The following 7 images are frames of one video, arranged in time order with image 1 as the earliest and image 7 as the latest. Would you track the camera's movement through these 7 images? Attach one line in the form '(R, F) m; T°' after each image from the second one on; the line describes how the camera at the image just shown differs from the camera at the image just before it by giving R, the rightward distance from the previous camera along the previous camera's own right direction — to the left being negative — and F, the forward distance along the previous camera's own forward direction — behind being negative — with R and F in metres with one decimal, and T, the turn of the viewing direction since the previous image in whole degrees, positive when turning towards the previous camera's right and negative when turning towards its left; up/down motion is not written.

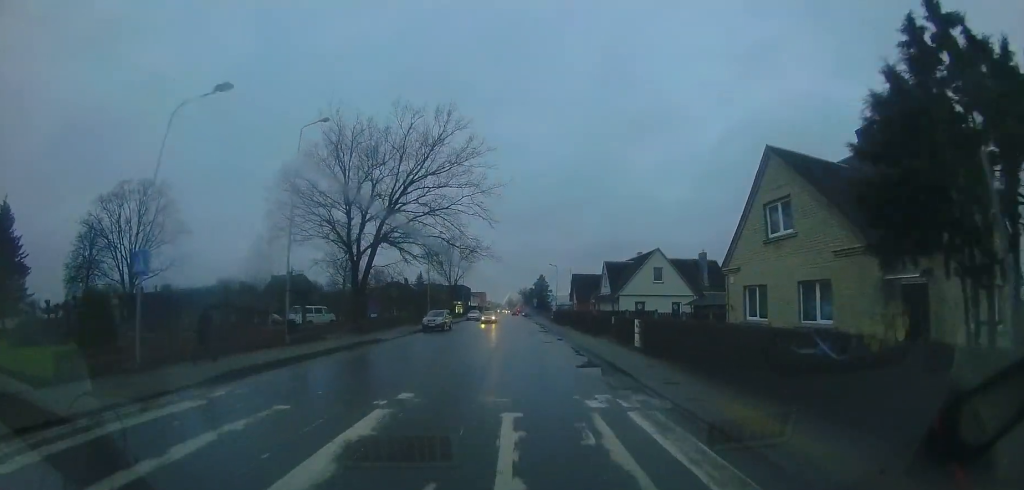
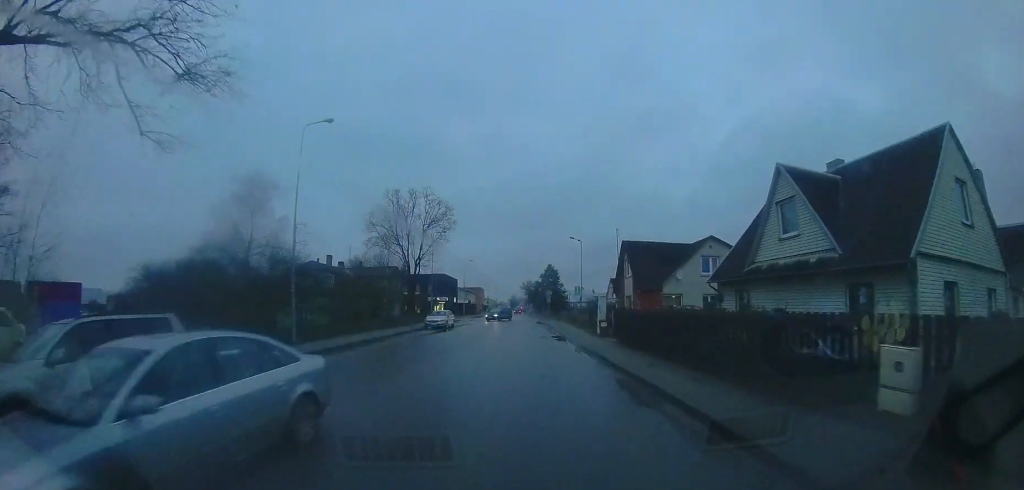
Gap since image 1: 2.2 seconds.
(+0.2, +26.0) m; +2°
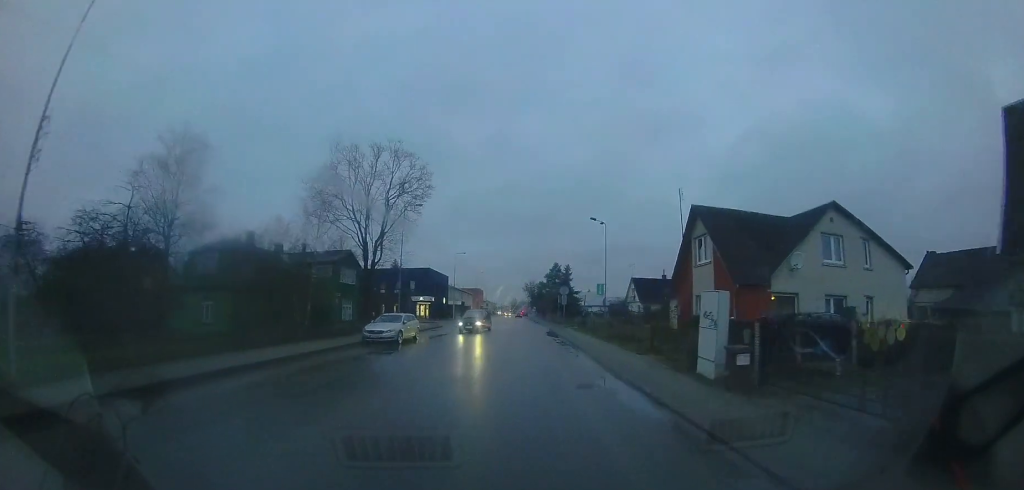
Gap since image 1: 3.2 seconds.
(0.0, +11.7) m; 0°
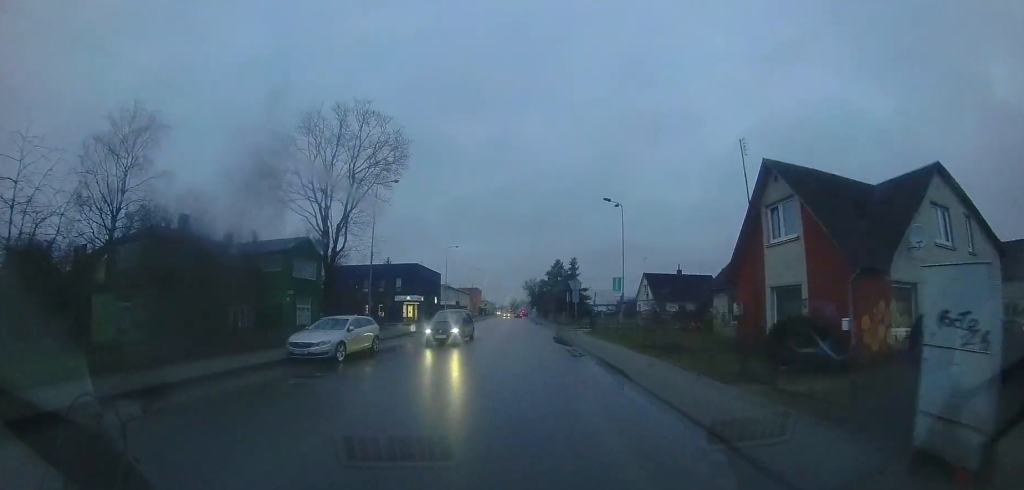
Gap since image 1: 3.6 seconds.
(0.0, +5.8) m; 0°
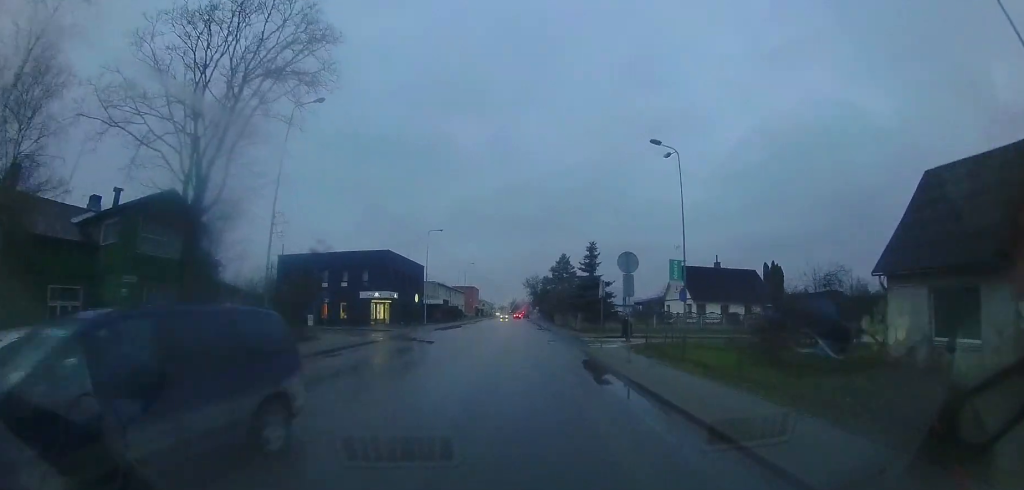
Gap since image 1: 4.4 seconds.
(0.0, +10.3) m; -1°
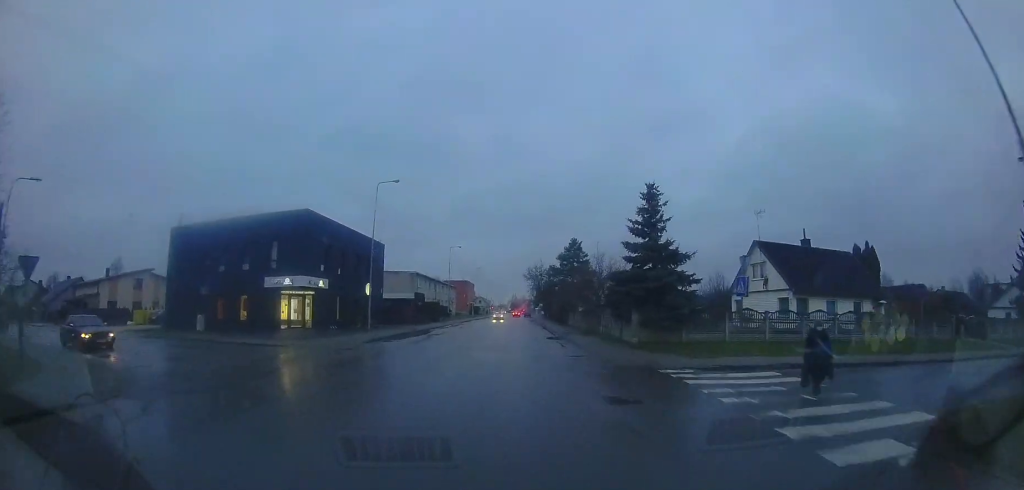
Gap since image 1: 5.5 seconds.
(-0.4, +14.1) m; -1°
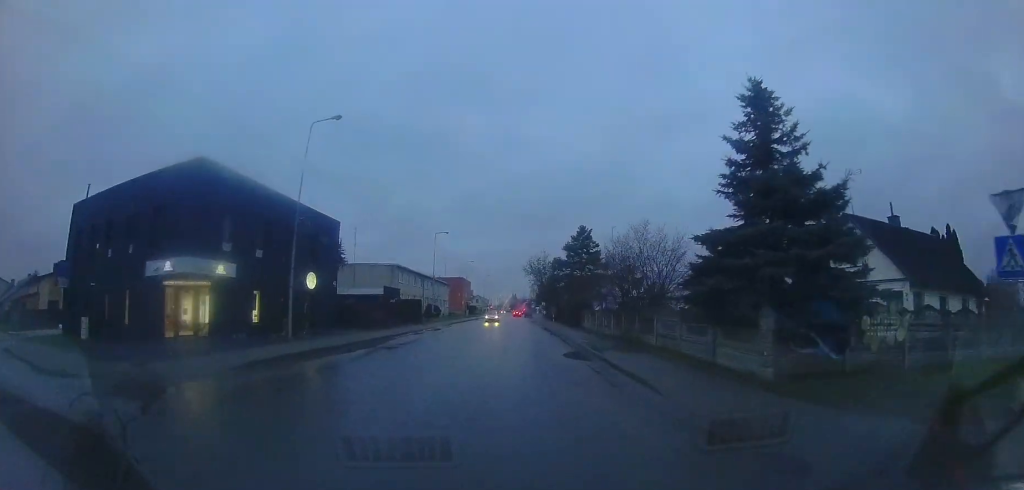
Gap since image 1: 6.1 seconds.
(+0.1, +8.5) m; +1°
